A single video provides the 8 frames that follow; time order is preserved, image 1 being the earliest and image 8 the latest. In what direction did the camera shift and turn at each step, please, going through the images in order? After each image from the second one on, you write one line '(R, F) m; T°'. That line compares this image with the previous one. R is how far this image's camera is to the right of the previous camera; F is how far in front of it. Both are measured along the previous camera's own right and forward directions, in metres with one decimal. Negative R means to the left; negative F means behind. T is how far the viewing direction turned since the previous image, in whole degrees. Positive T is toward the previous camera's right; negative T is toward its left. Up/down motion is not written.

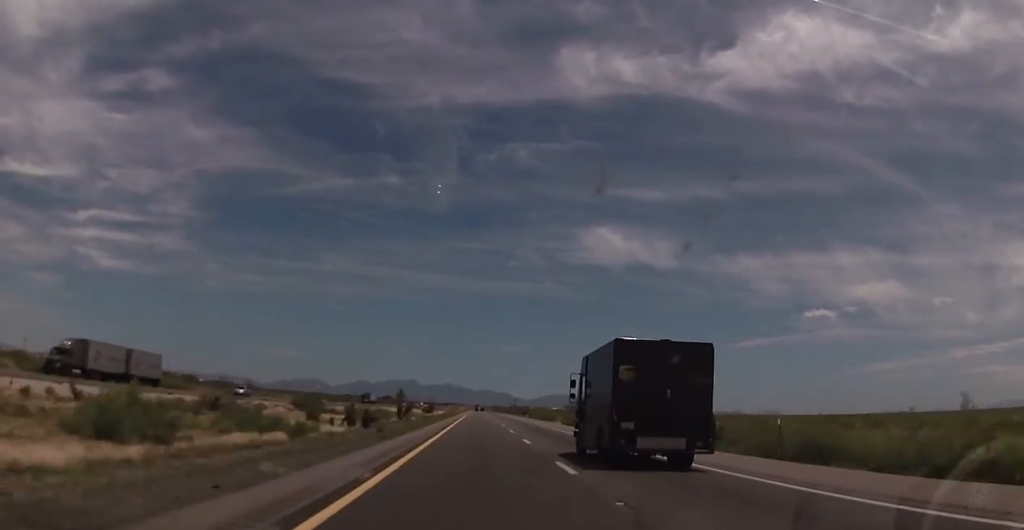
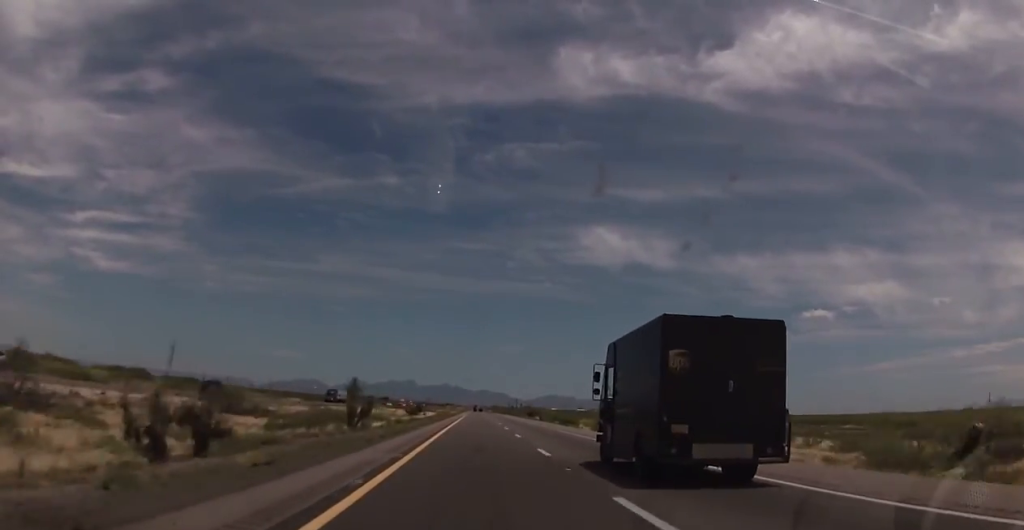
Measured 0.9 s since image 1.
(+0.1, +31.4) m; +1°
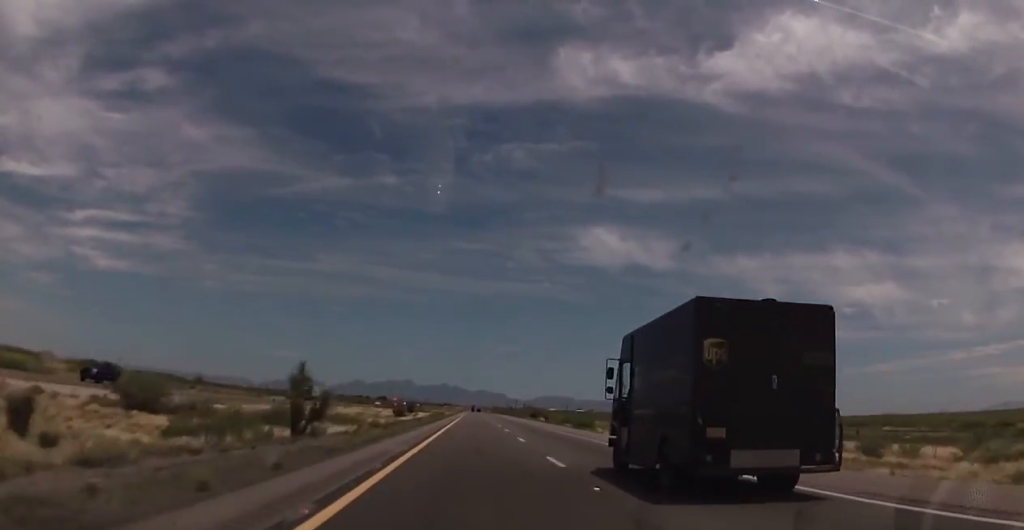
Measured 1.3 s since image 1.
(+0.2, +15.7) m; 0°
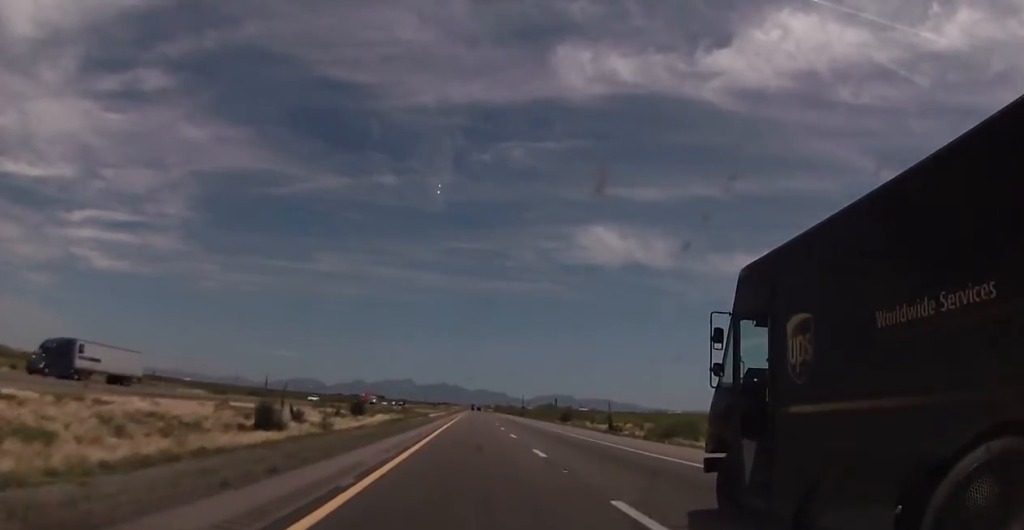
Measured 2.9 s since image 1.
(0.0, +57.9) m; -1°
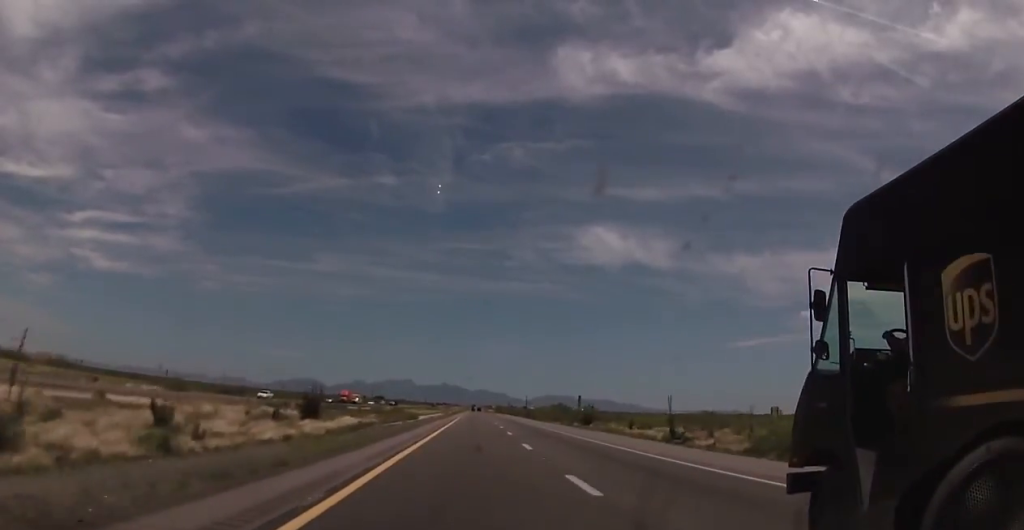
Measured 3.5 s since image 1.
(-0.3, +20.6) m; 0°
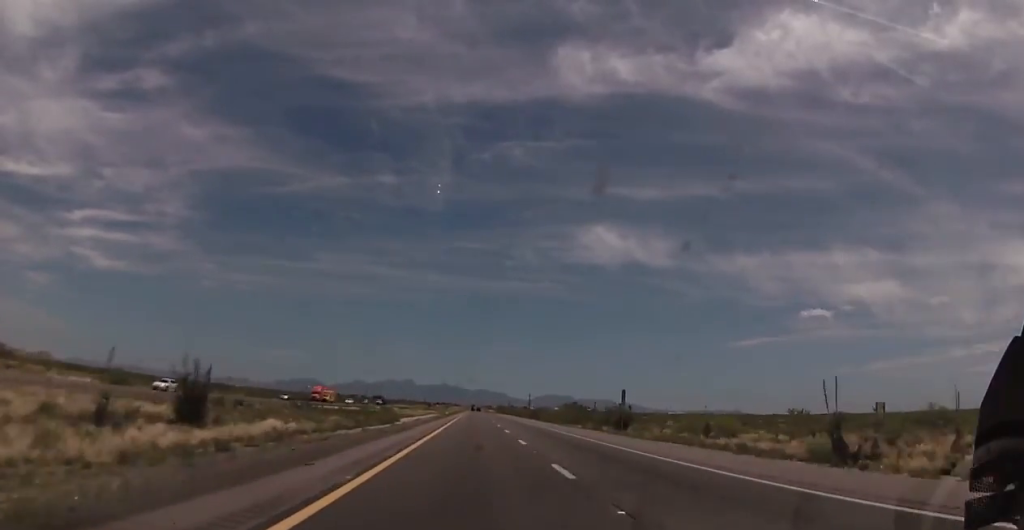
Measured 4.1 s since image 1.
(+0.2, +21.9) m; 0°
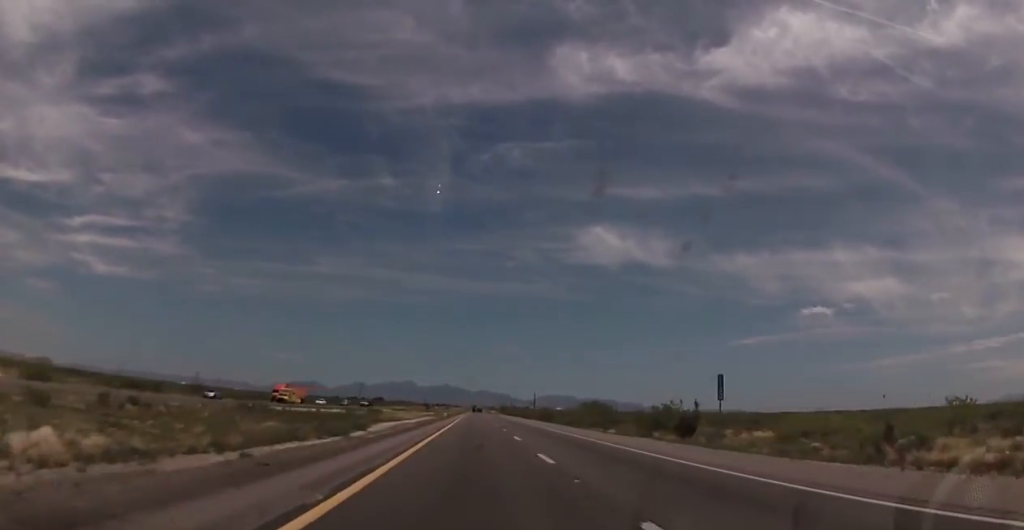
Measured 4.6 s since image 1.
(+0.1, +20.7) m; 0°
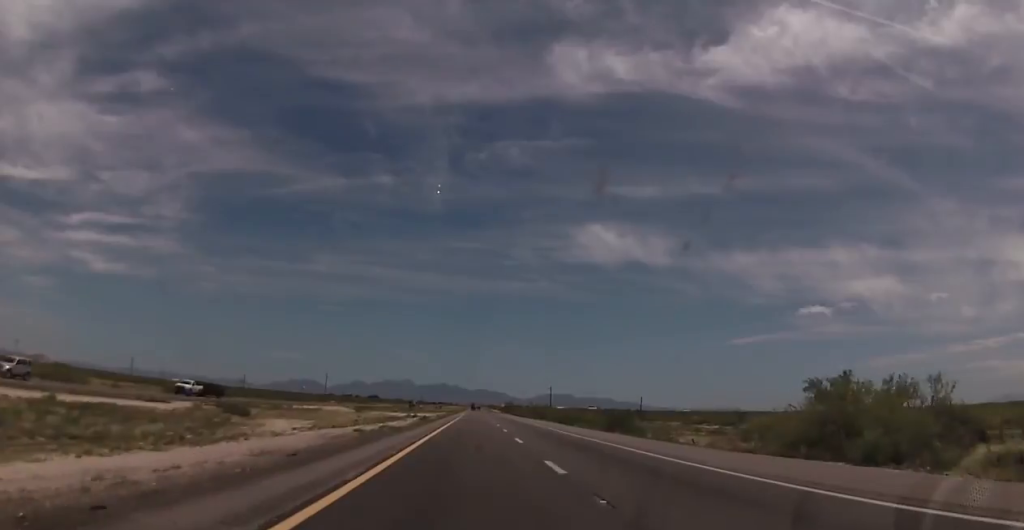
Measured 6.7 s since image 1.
(-1.0, +76.5) m; -1°
